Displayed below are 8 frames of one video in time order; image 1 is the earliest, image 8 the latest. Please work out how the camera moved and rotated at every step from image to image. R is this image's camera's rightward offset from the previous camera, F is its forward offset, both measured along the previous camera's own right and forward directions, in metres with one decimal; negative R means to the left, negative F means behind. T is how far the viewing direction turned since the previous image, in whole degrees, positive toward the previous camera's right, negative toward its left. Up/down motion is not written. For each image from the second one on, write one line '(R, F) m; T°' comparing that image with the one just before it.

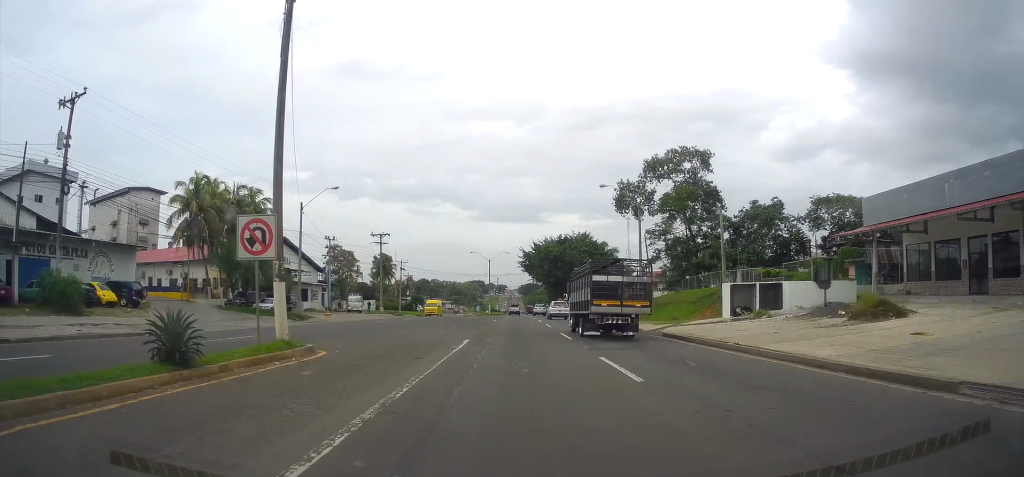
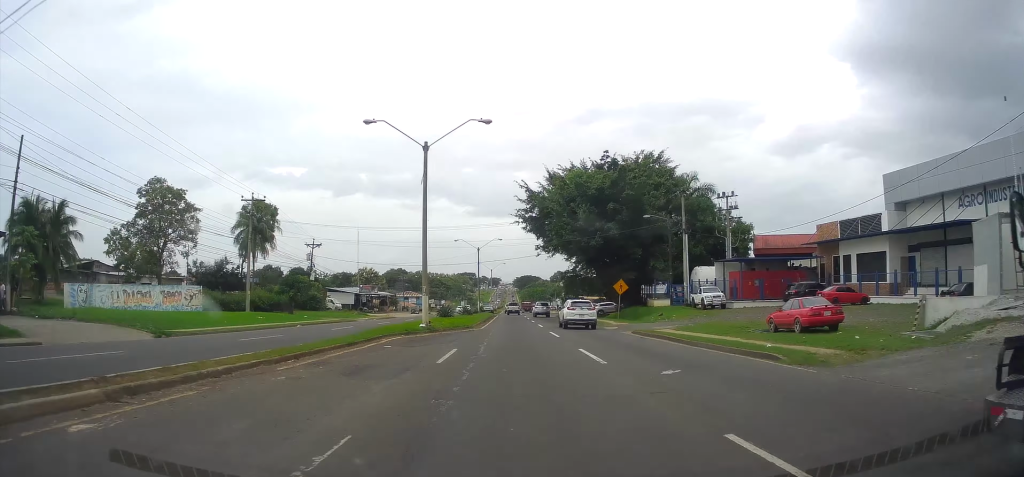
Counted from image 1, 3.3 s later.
(+1.0, +69.0) m; +2°
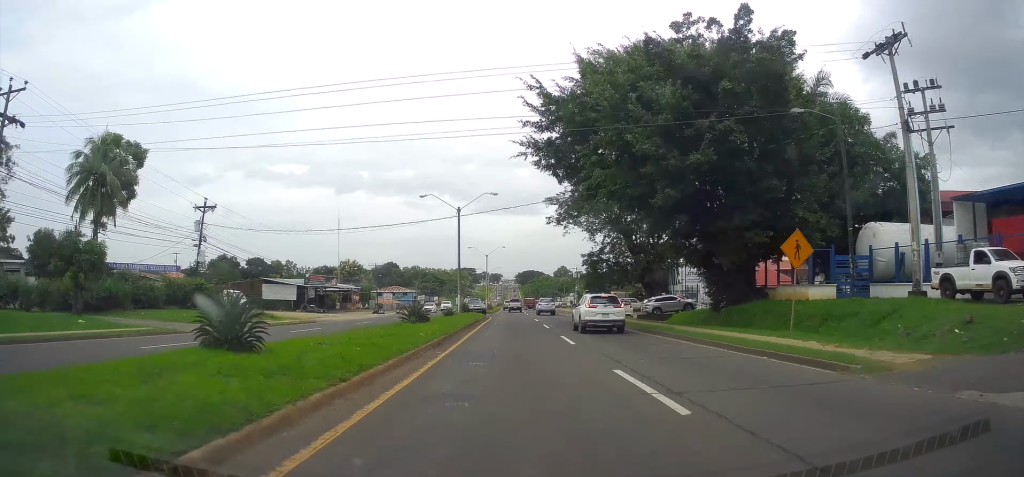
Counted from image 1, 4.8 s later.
(+0.2, +30.6) m; 0°
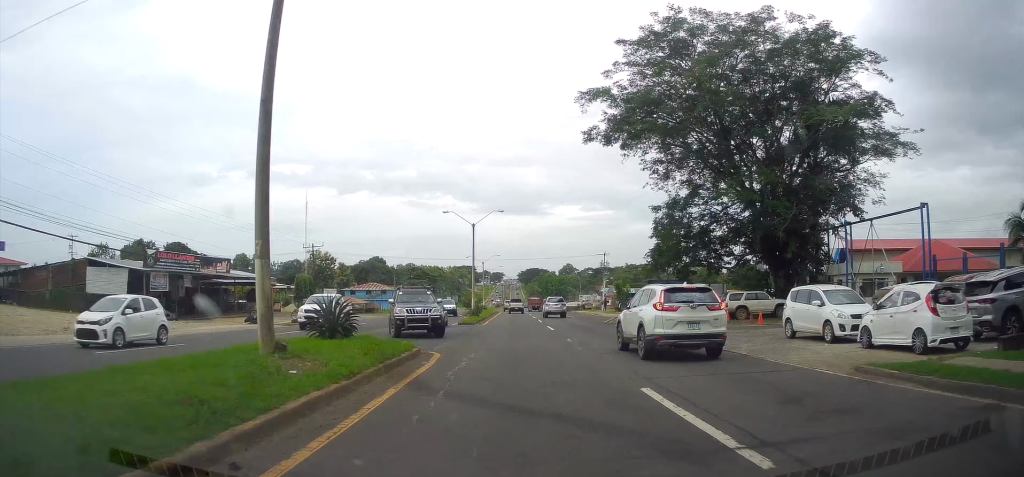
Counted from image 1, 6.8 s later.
(-0.2, +38.5) m; -1°
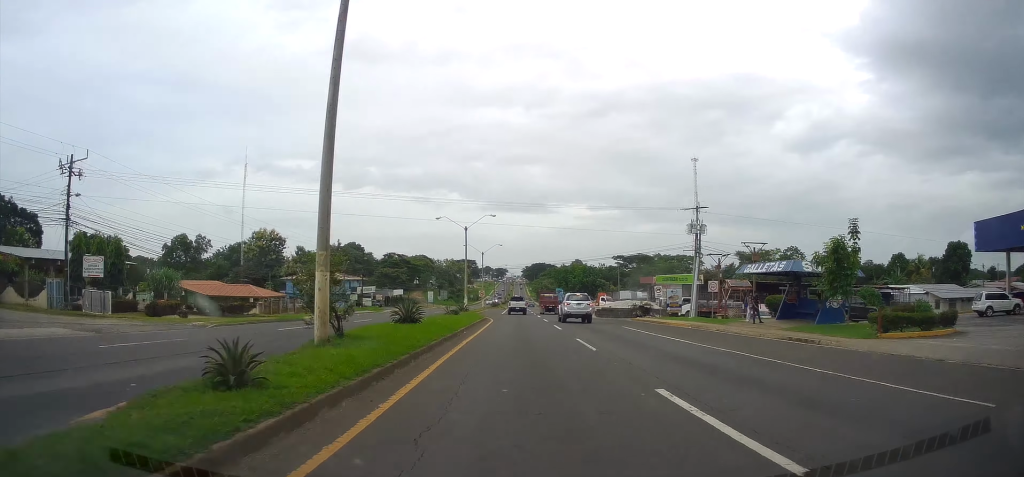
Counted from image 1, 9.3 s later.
(-0.9, +48.8) m; 0°
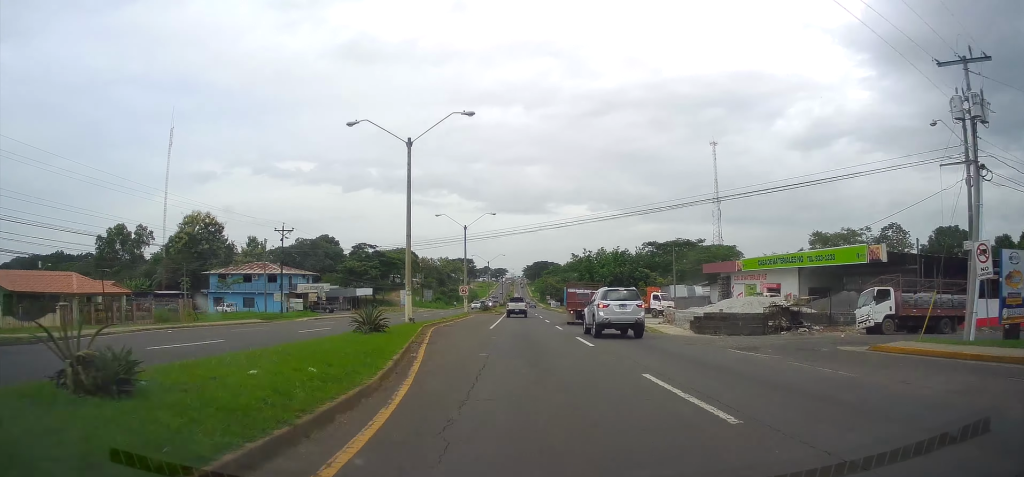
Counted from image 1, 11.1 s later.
(+0.6, +34.9) m; +1°
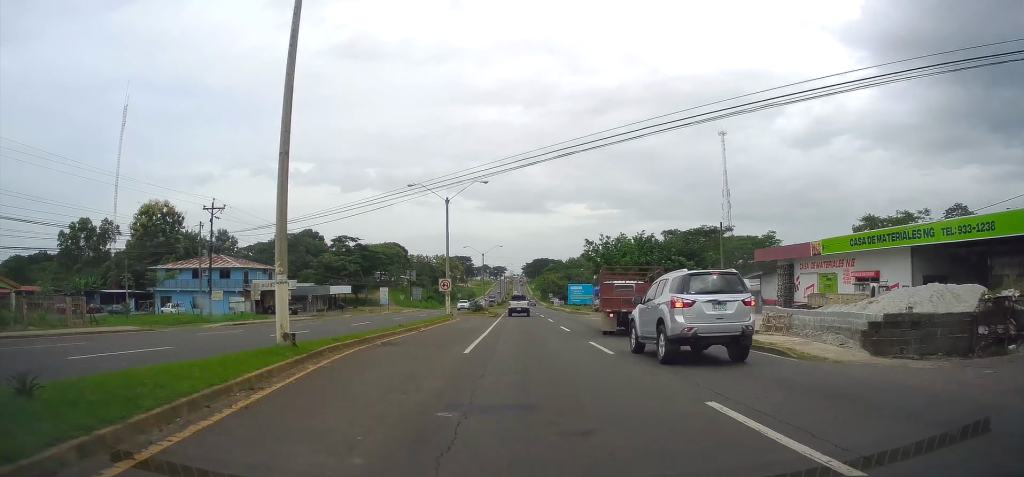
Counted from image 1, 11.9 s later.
(+0.4, +15.7) m; 0°
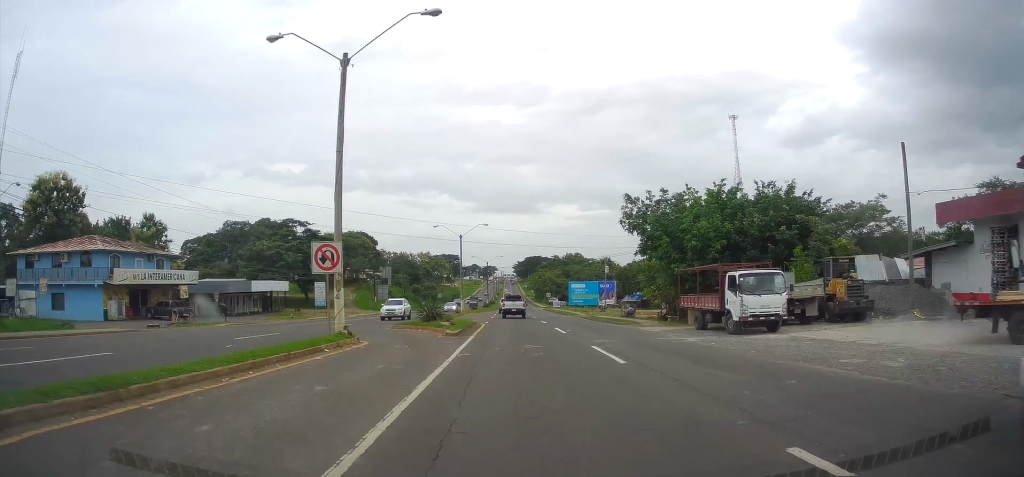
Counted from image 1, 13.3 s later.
(-0.5, +26.4) m; -1°
